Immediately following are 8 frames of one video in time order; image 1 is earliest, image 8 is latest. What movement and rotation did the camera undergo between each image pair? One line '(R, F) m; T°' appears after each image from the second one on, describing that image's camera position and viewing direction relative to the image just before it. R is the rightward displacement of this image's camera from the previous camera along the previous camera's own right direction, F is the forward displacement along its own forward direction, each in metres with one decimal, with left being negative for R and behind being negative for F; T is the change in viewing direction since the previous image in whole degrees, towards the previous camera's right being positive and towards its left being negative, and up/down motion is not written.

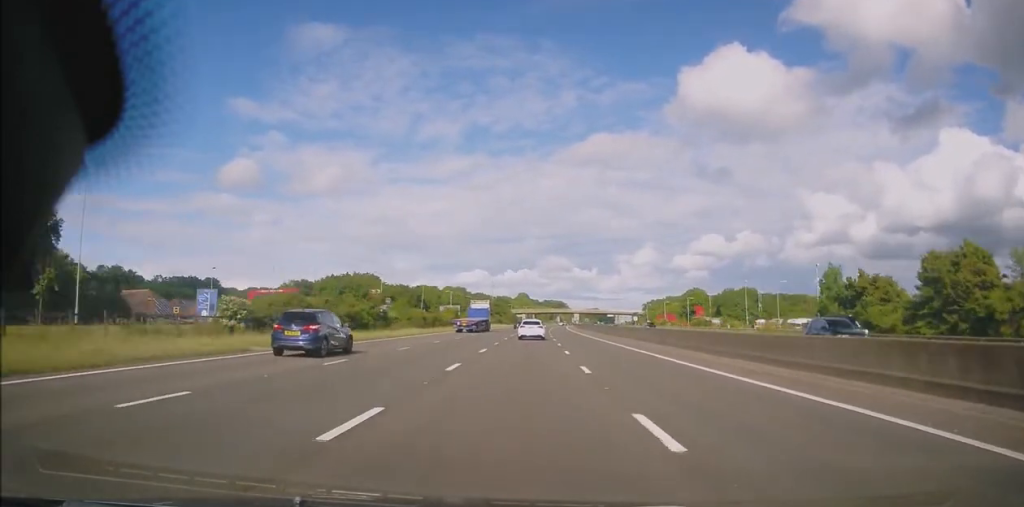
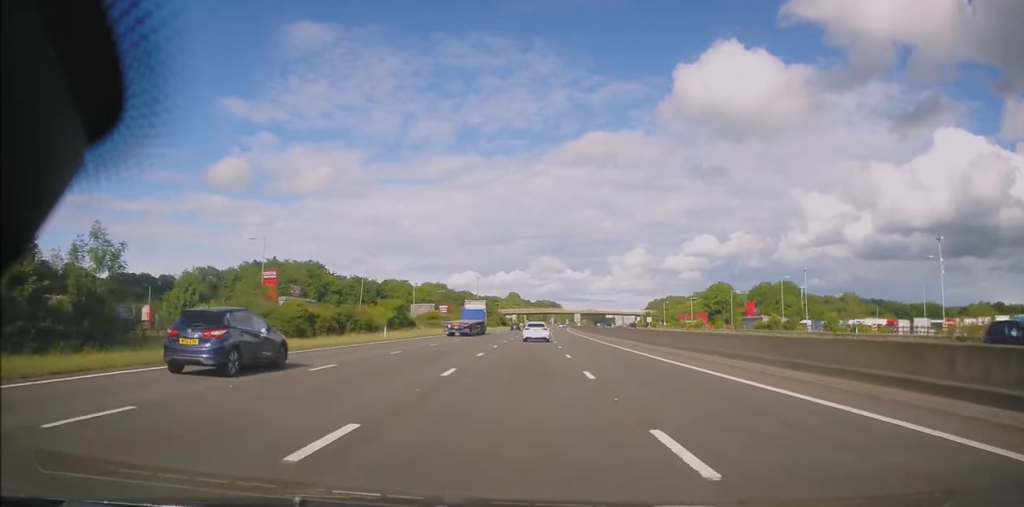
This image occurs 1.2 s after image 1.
(+0.4, +36.8) m; +1°
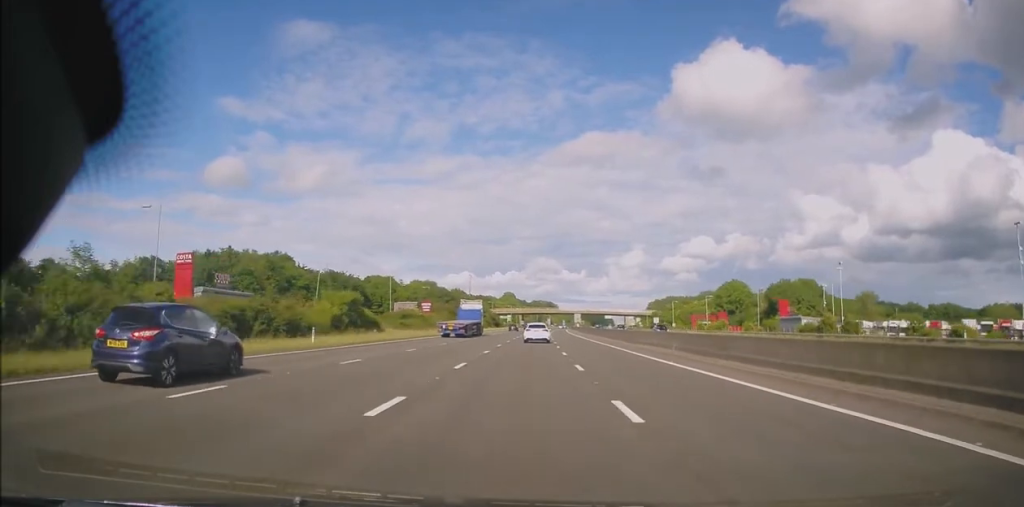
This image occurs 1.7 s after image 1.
(+0.3, +15.0) m; 0°
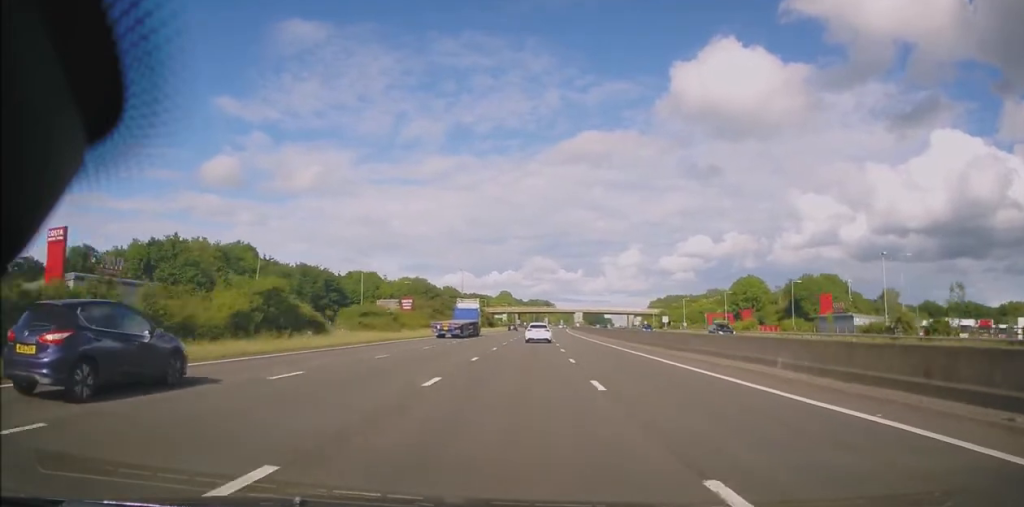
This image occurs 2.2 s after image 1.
(-0.2, +14.1) m; 0°
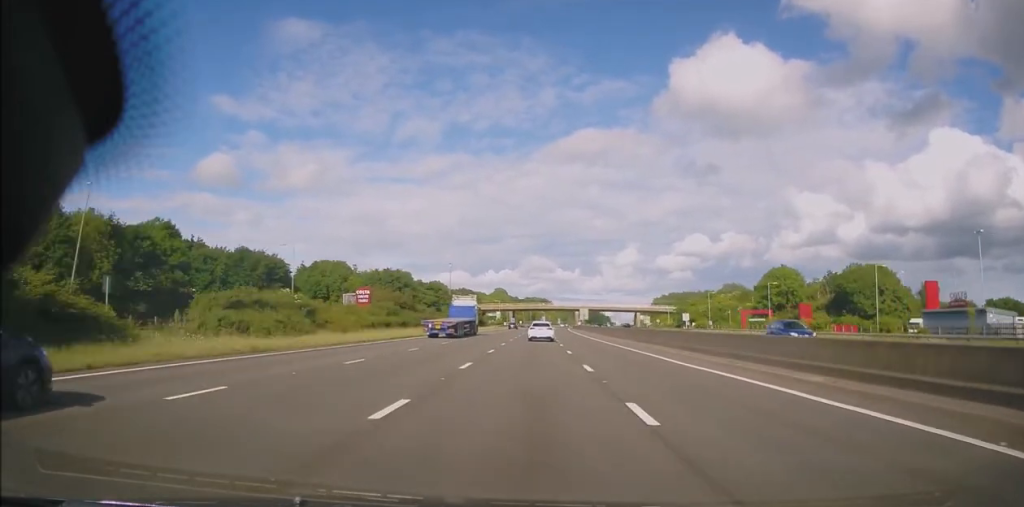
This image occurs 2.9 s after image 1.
(-0.2, +22.3) m; 0°
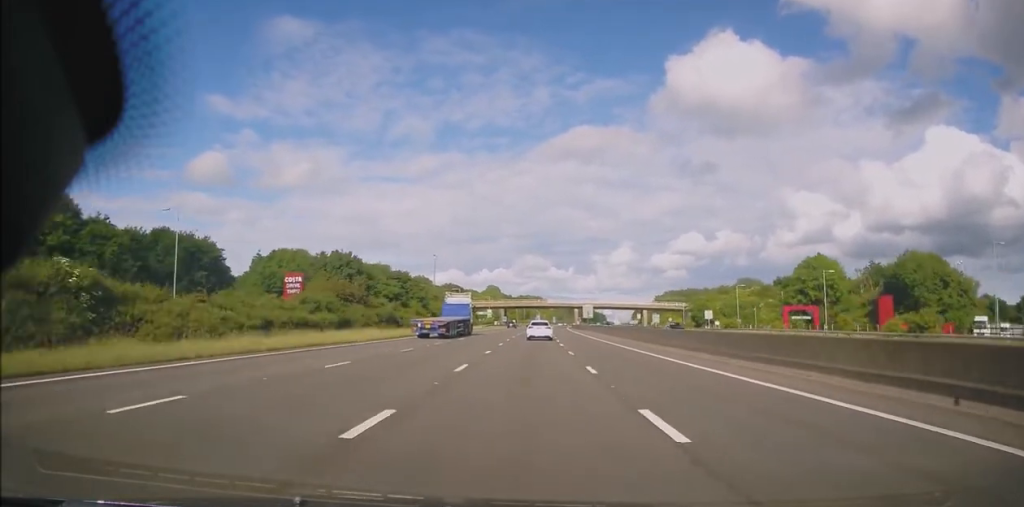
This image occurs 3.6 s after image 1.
(+0.2, +19.4) m; +1°
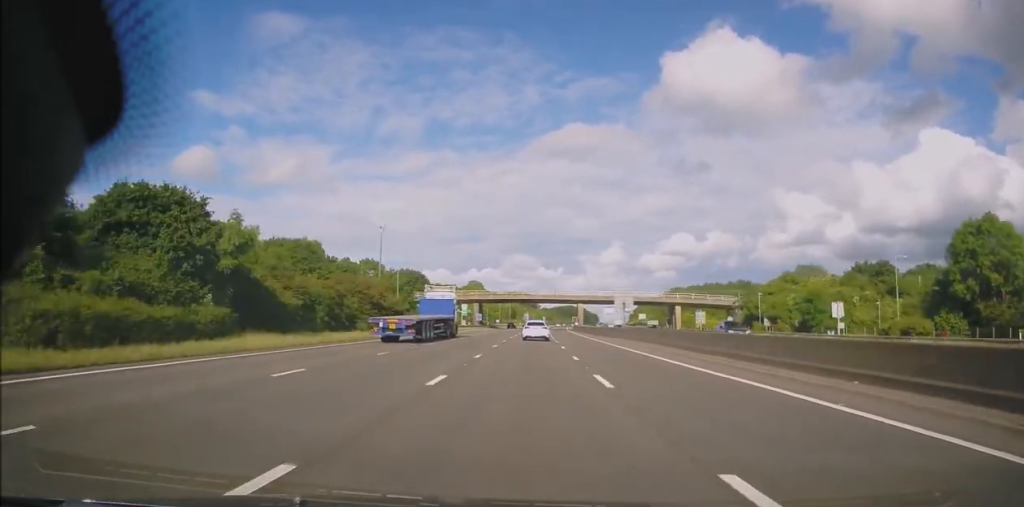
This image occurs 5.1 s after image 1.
(+0.6, +48.4) m; +1°
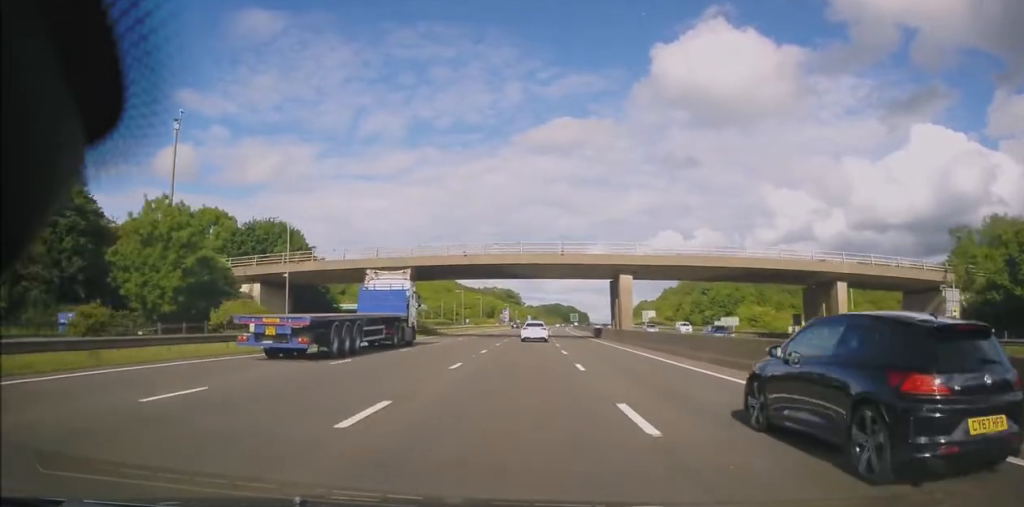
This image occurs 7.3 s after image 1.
(+0.6, +67.8) m; +1°
